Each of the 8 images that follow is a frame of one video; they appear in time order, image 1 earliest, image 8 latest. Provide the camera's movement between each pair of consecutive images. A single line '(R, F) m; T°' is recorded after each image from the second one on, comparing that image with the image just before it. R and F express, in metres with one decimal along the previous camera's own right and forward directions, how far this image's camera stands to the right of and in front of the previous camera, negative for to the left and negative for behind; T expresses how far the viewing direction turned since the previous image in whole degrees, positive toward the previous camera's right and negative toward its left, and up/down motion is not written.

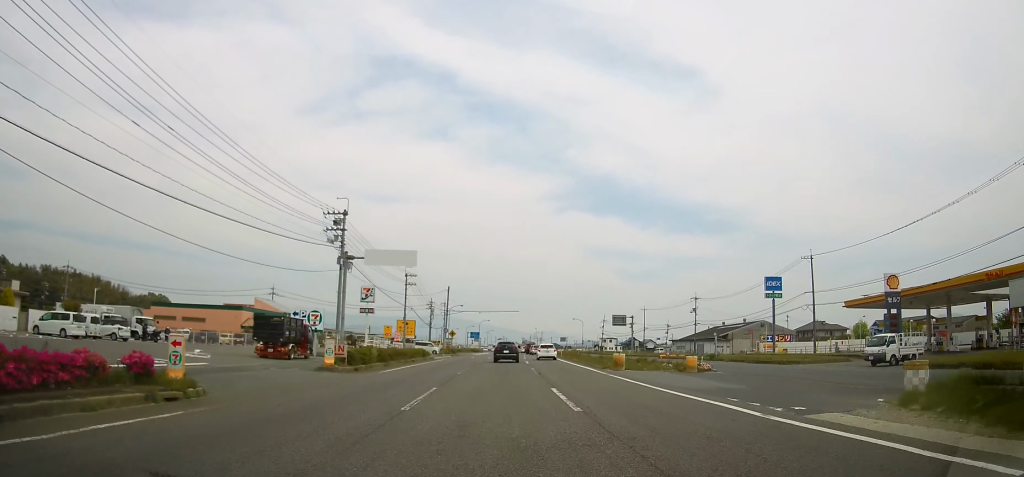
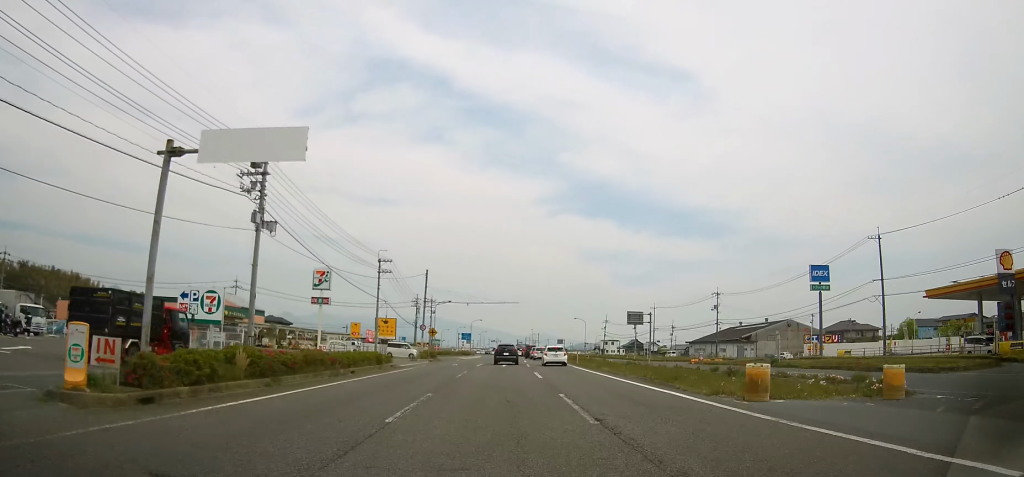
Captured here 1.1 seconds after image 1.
(0.0, +17.0) m; +1°
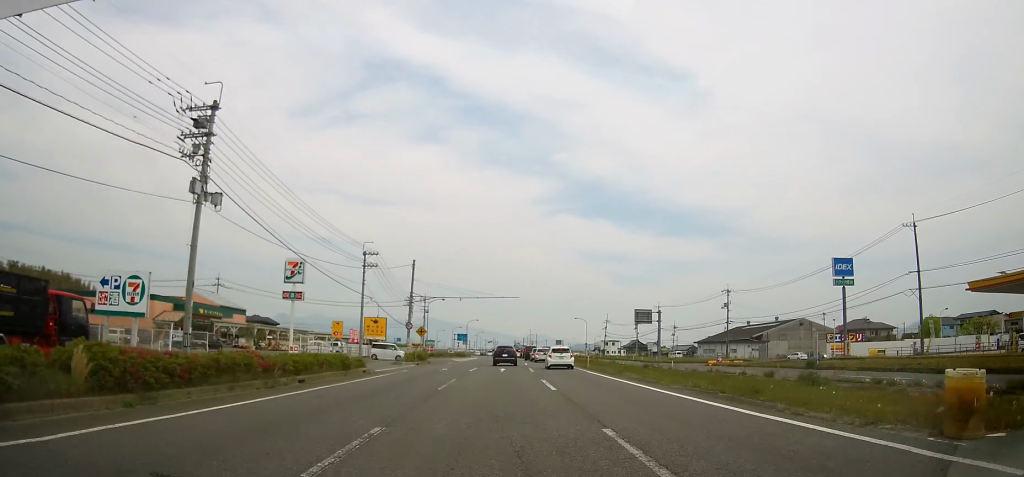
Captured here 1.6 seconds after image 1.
(0.0, +6.9) m; 0°
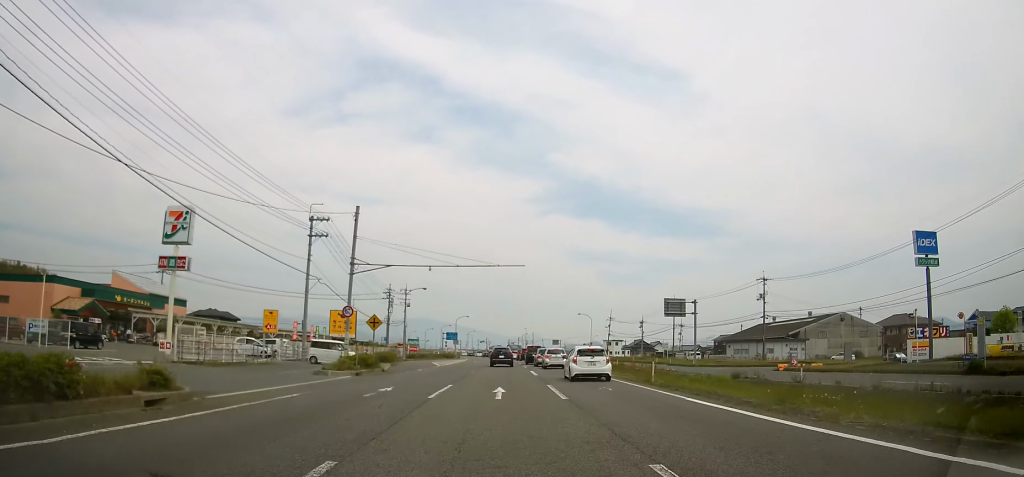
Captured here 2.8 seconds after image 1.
(+0.3, +18.0) m; 0°
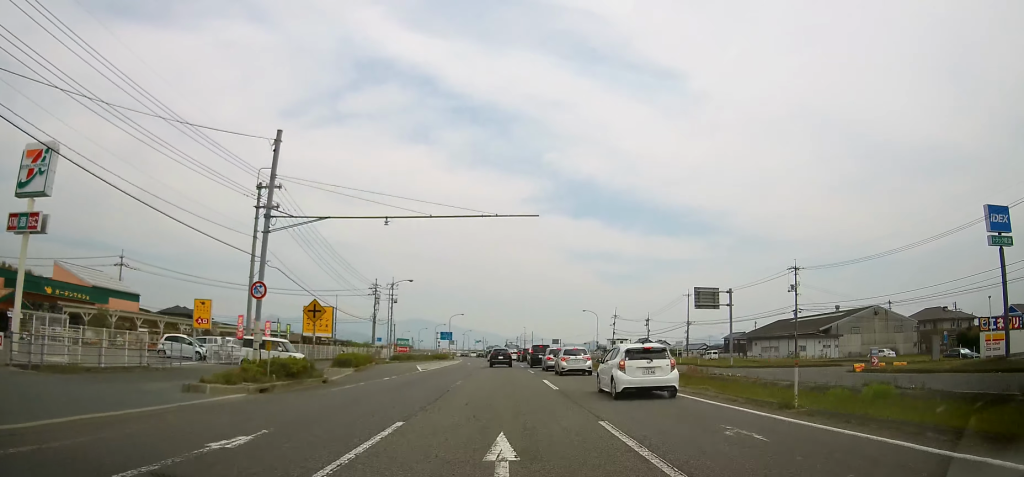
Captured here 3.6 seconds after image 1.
(-0.1, +11.1) m; 0°
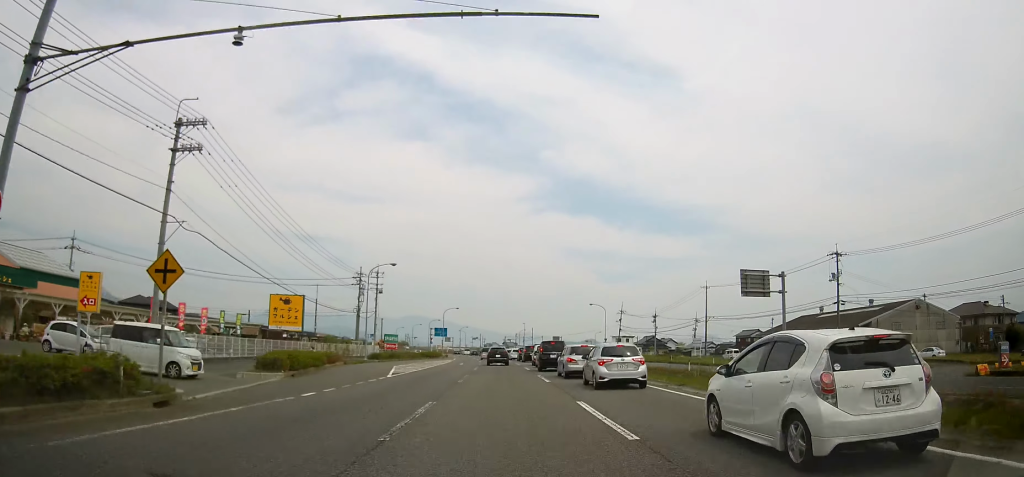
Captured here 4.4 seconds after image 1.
(+0.1, +11.2) m; +1°
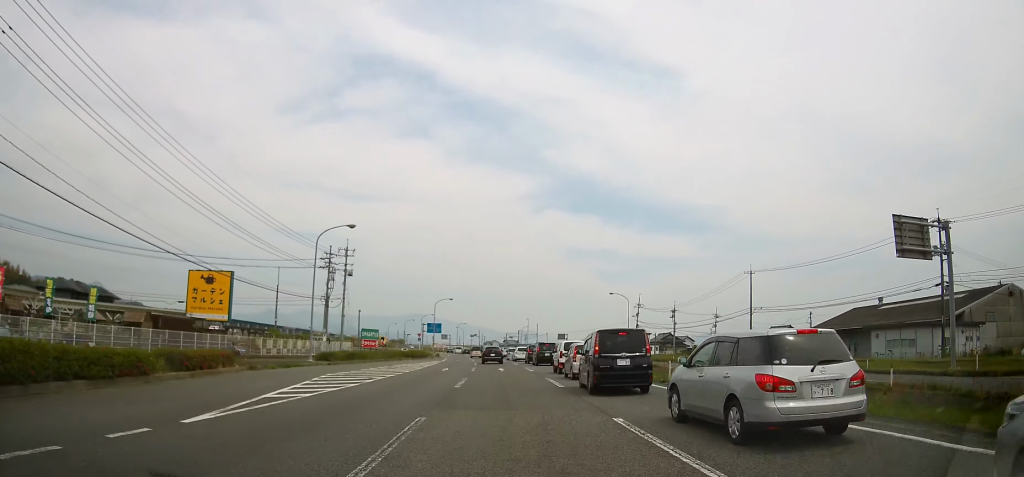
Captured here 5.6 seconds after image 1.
(0.0, +18.5) m; 0°
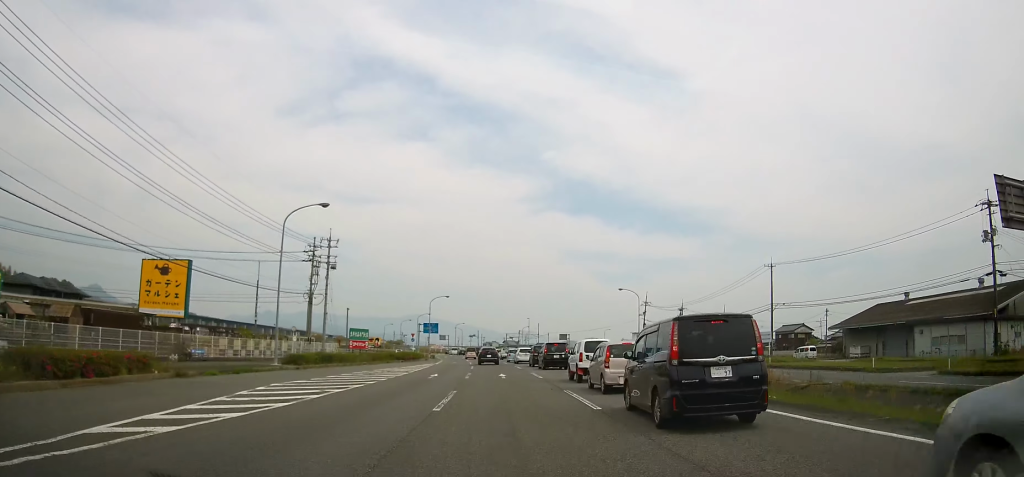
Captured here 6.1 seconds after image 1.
(0.0, +6.9) m; 0°
